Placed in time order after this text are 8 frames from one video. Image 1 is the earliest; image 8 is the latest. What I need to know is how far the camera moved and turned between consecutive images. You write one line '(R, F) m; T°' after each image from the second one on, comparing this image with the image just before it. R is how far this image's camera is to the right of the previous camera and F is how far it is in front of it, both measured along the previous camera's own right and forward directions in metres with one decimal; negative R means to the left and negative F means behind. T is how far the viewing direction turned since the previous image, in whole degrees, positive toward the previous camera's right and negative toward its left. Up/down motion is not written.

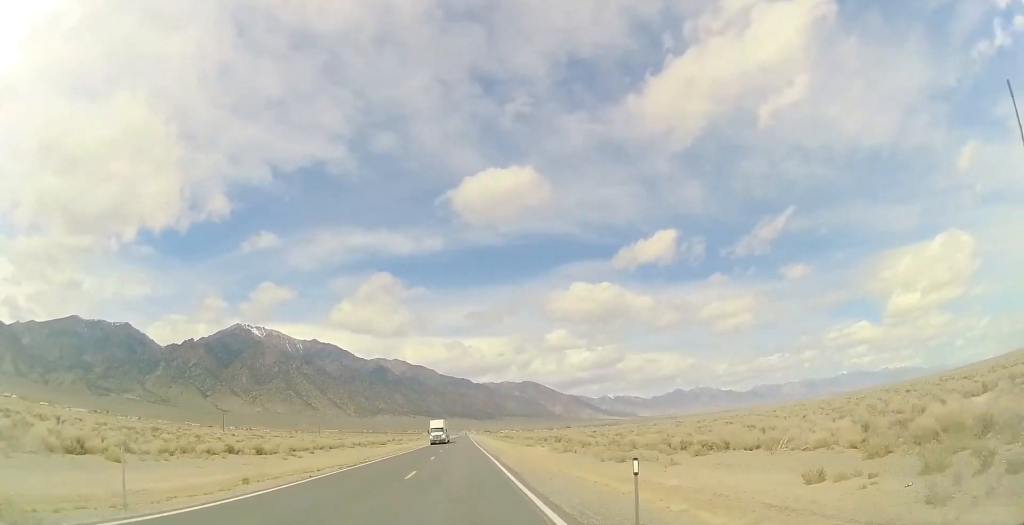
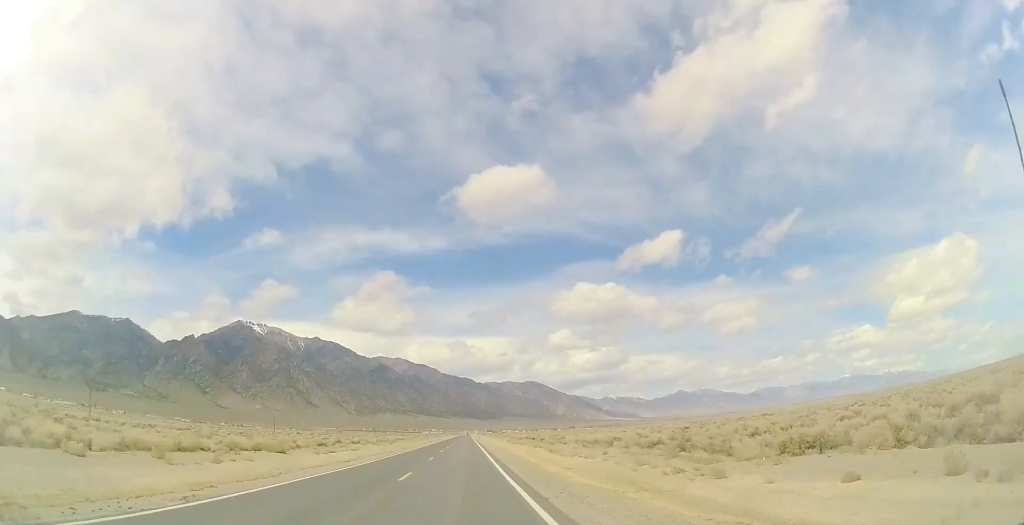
(+0.4, +54.8) m; 0°
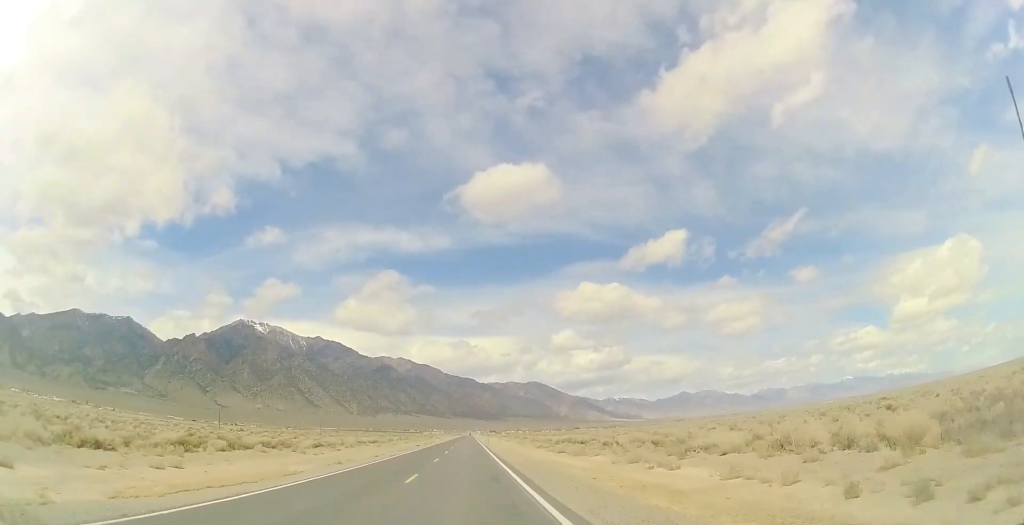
(0.0, +41.2) m; 0°
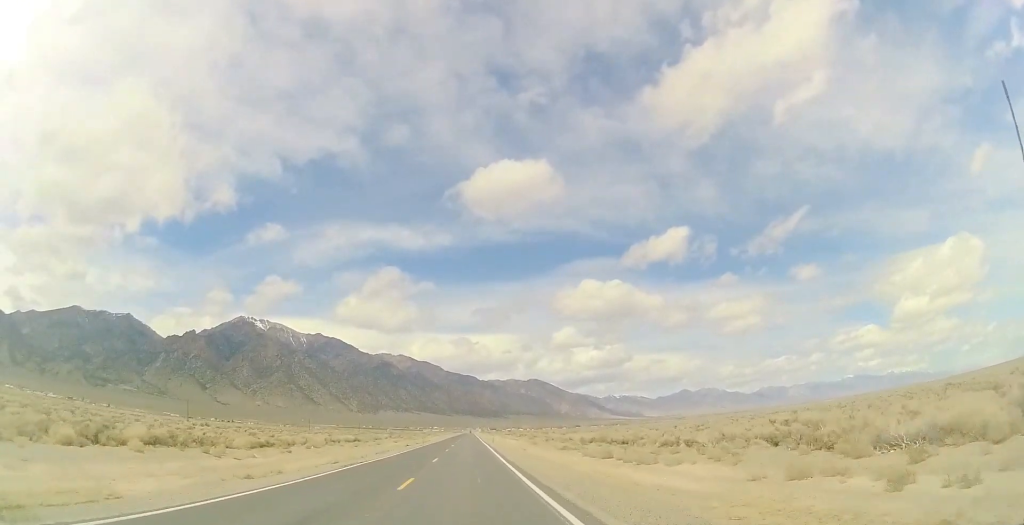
(0.0, +16.4) m; 0°
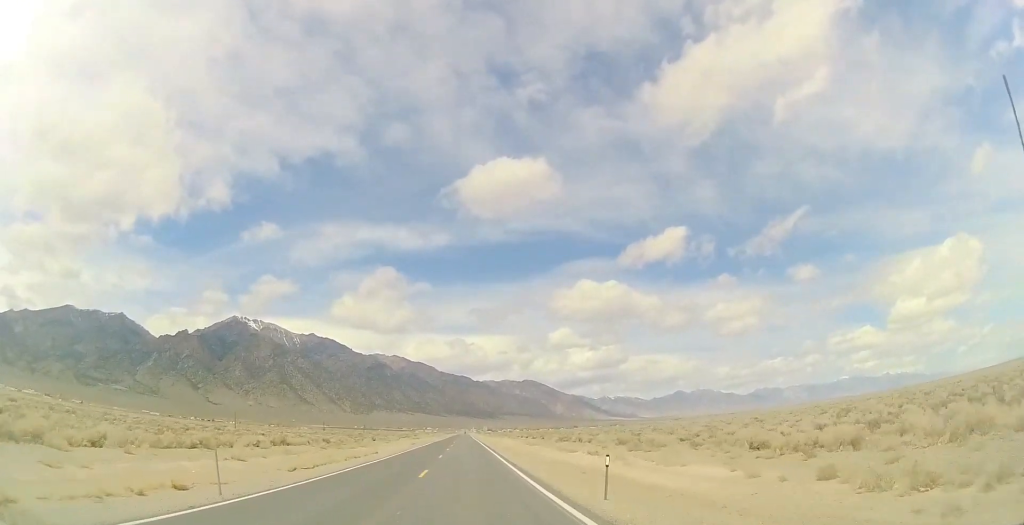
(-1.5, +63.9) m; -2°
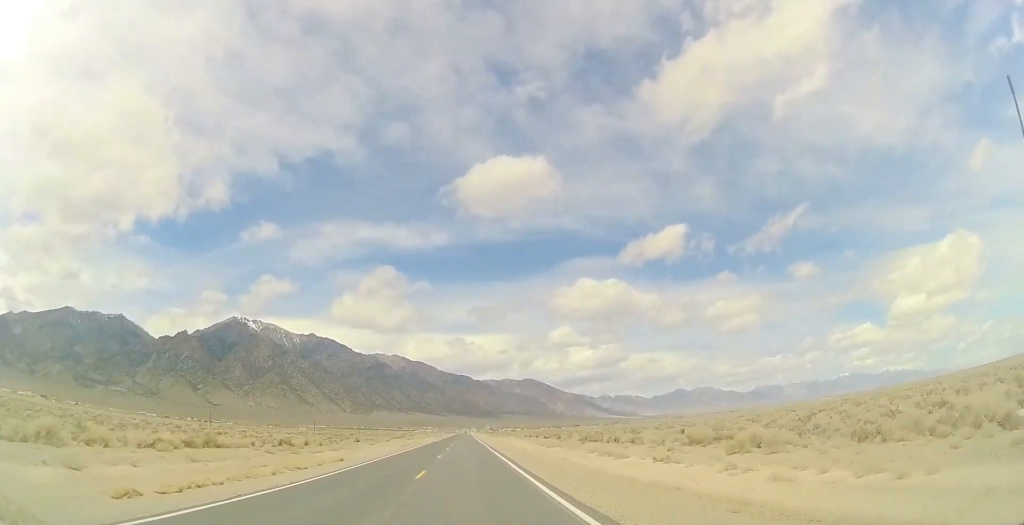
(+0.3, +14.8) m; +1°
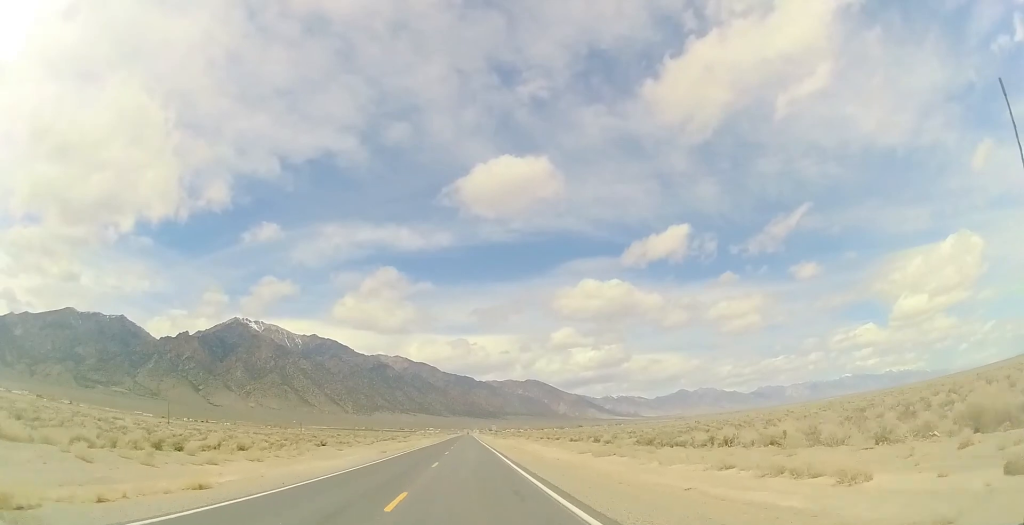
(+0.3, +20.6) m; +1°
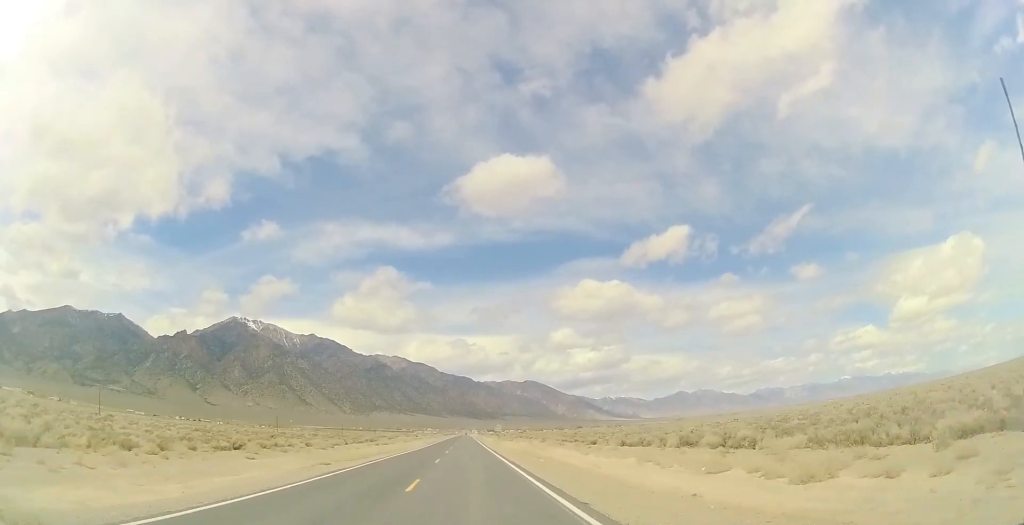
(+0.2, +23.4) m; 0°
